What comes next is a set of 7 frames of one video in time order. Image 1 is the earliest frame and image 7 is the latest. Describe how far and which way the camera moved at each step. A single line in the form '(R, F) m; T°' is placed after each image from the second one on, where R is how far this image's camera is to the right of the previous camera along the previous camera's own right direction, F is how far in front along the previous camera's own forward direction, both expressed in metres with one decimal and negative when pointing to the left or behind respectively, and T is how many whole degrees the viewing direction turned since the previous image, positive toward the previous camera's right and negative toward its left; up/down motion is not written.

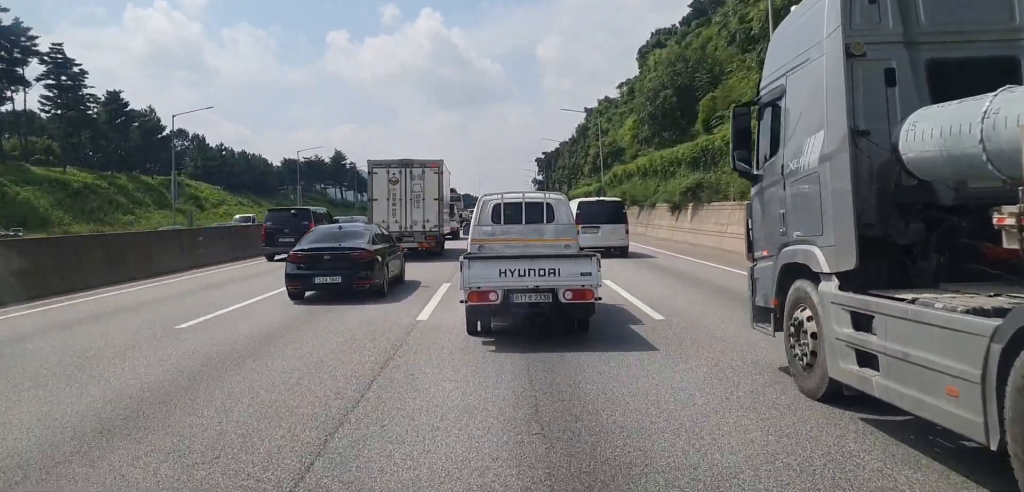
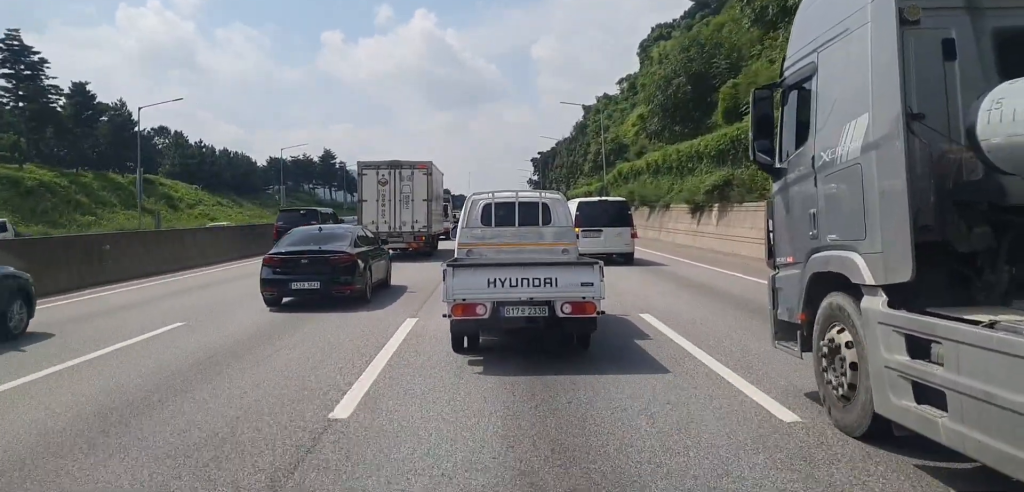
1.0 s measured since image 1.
(-0.4, +5.6) m; -2°
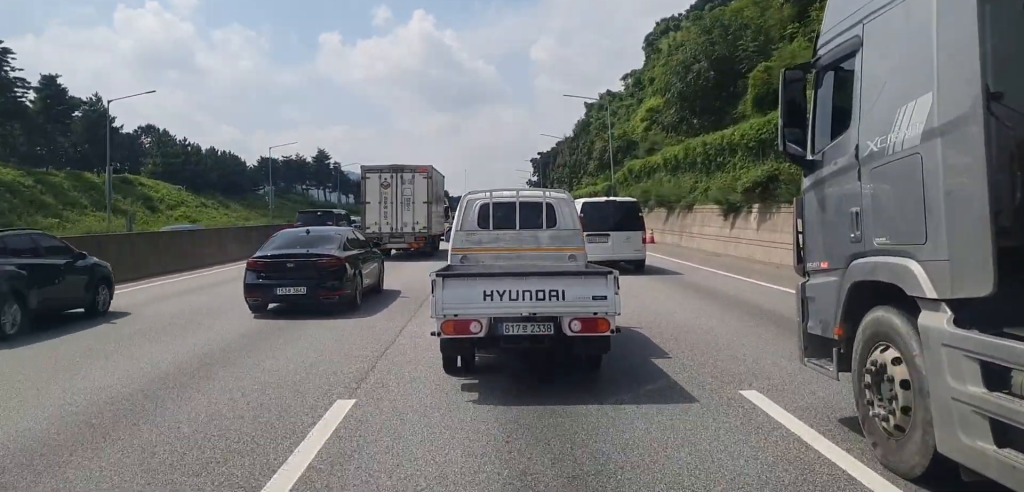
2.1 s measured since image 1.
(+0.2, +5.6) m; +4°
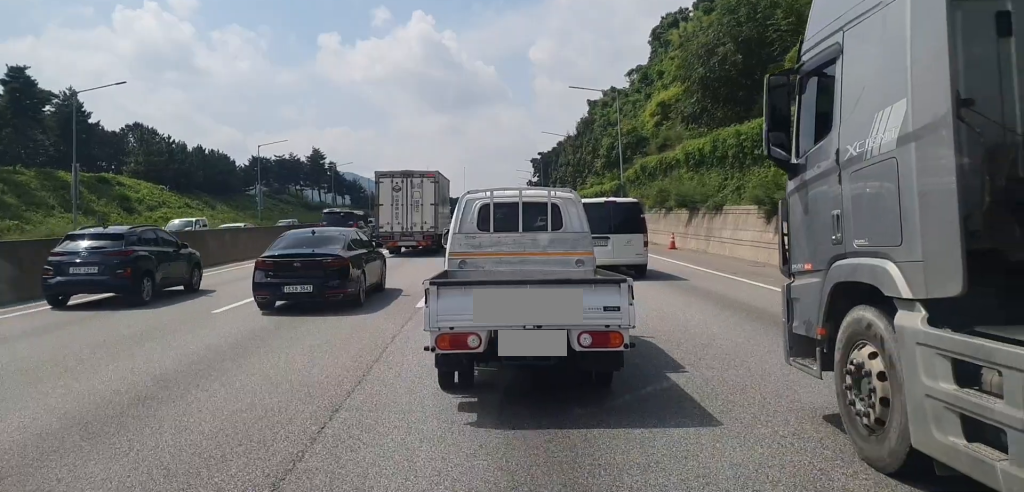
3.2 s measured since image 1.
(+0.1, +5.2) m; +2°
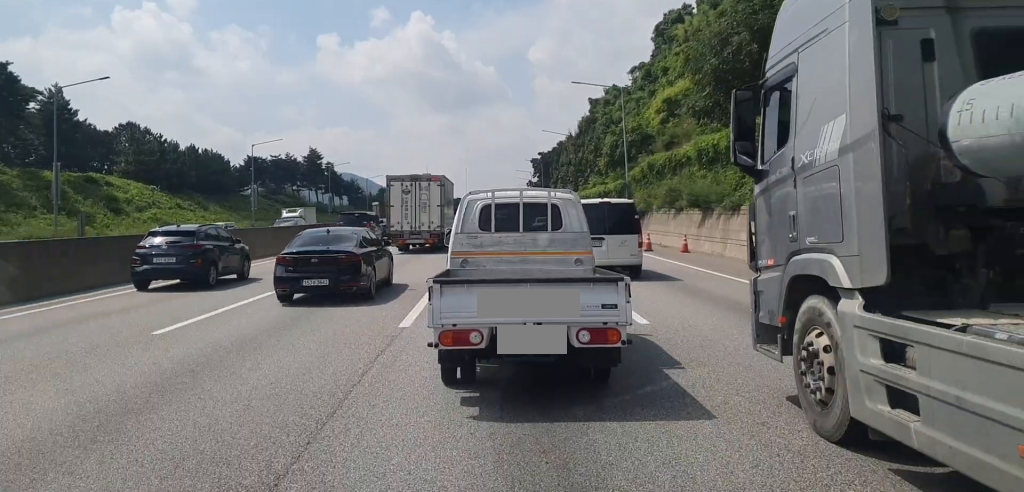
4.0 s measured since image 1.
(0.0, +2.8) m; 0°
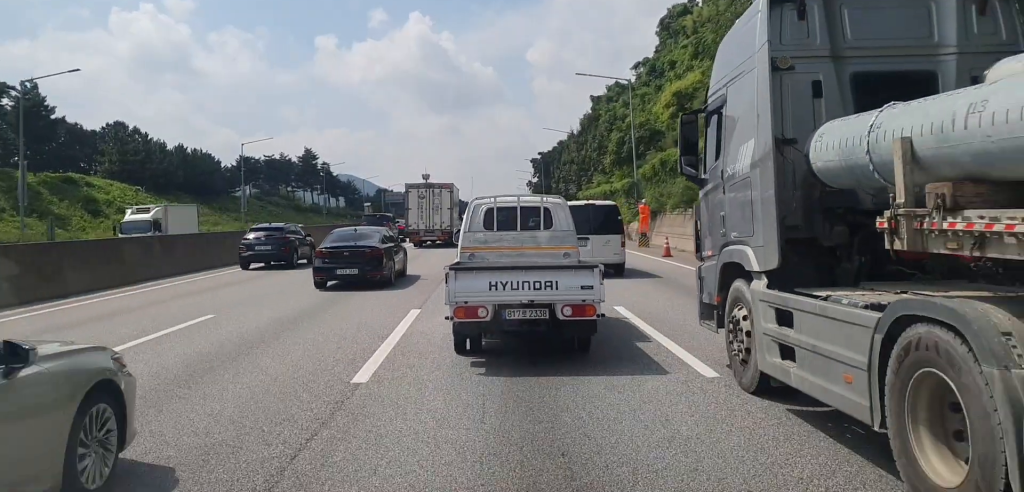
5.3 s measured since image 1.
(0.0, +3.9) m; 0°
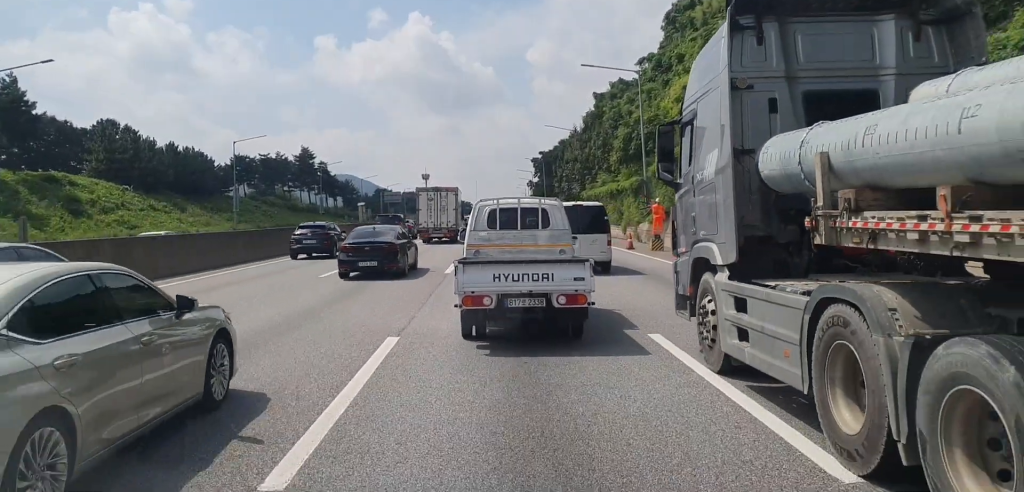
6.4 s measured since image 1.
(0.0, +3.1) m; 0°
